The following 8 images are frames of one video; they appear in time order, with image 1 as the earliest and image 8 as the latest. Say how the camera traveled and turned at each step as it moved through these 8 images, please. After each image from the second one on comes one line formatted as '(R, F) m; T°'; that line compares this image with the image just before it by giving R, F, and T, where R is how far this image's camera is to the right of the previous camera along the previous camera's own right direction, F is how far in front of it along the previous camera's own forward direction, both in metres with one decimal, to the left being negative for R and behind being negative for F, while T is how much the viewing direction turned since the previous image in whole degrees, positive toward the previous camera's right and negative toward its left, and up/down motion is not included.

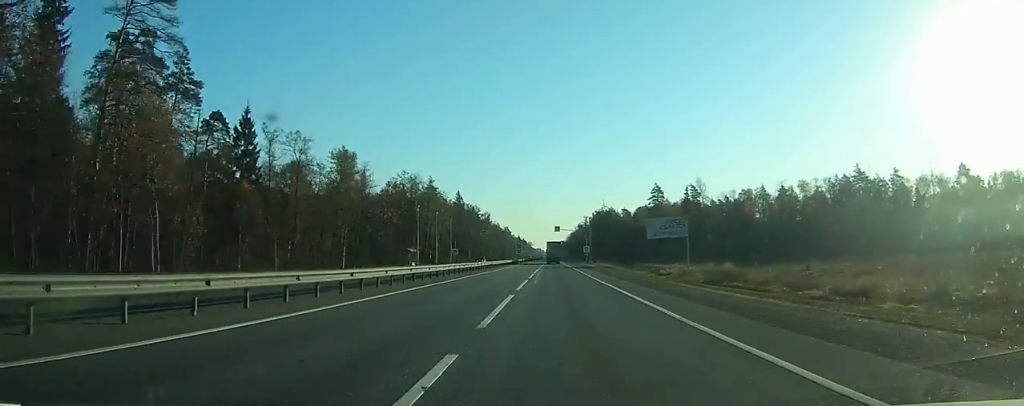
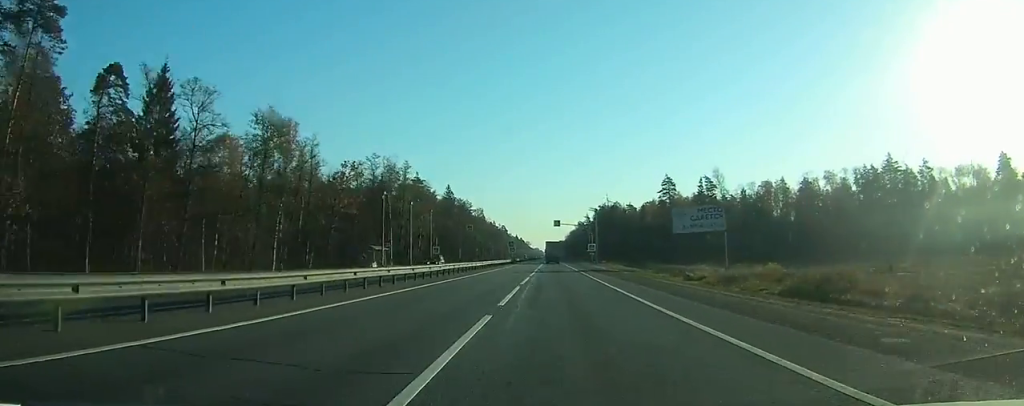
(0.0, +19.3) m; 0°
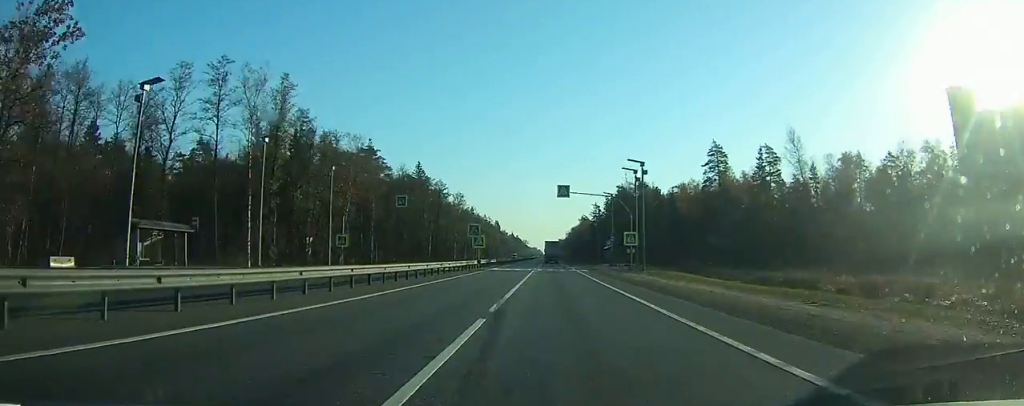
(+0.2, +48.7) m; 0°
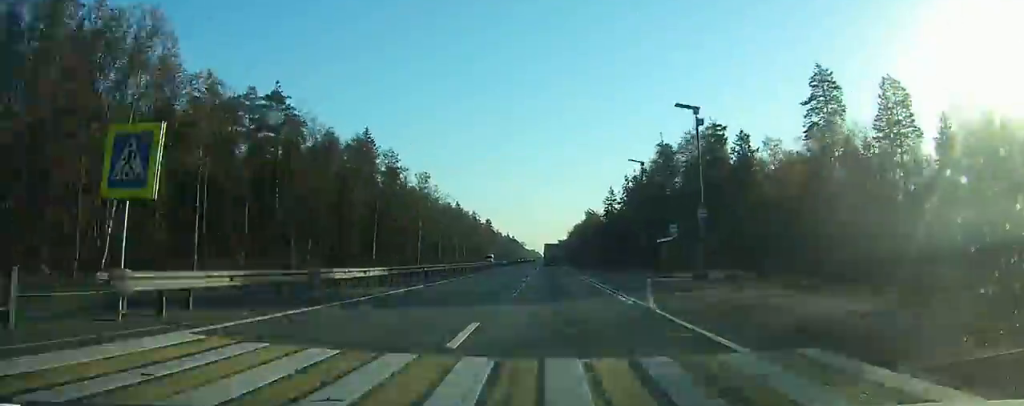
(0.0, +48.6) m; 0°
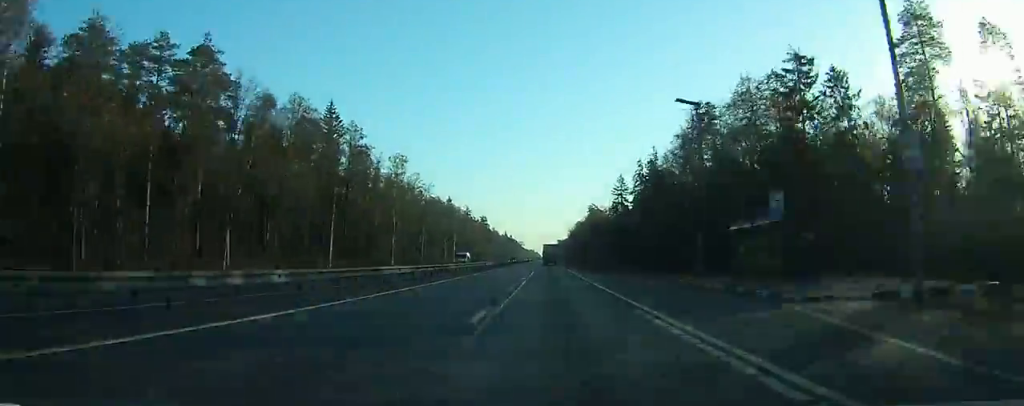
(0.0, +20.7) m; 0°
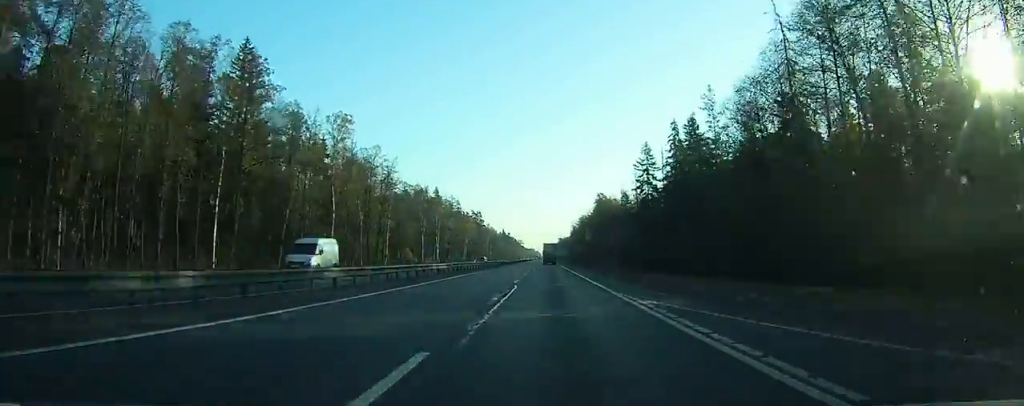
(+0.1, +30.9) m; 0°
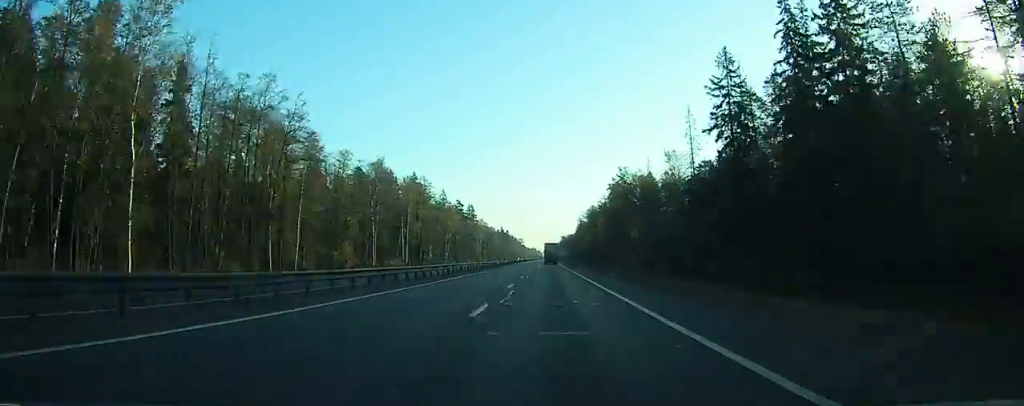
(-0.1, +39.9) m; 0°
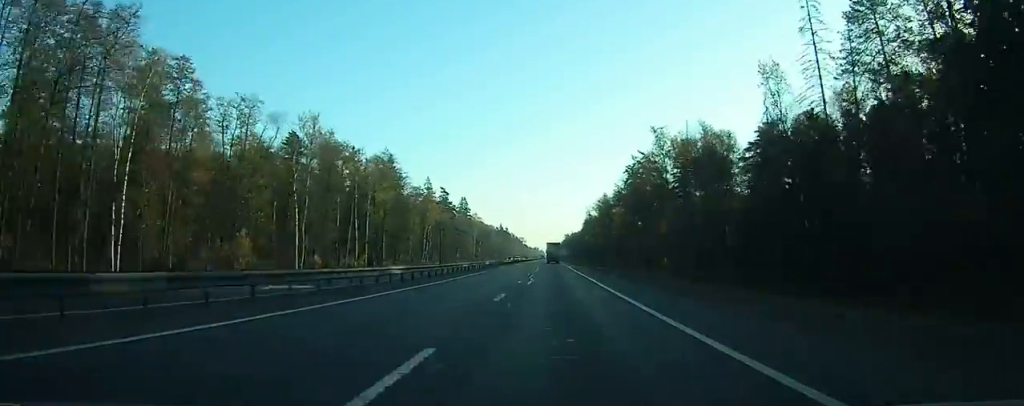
(-0.1, +31.3) m; 0°
